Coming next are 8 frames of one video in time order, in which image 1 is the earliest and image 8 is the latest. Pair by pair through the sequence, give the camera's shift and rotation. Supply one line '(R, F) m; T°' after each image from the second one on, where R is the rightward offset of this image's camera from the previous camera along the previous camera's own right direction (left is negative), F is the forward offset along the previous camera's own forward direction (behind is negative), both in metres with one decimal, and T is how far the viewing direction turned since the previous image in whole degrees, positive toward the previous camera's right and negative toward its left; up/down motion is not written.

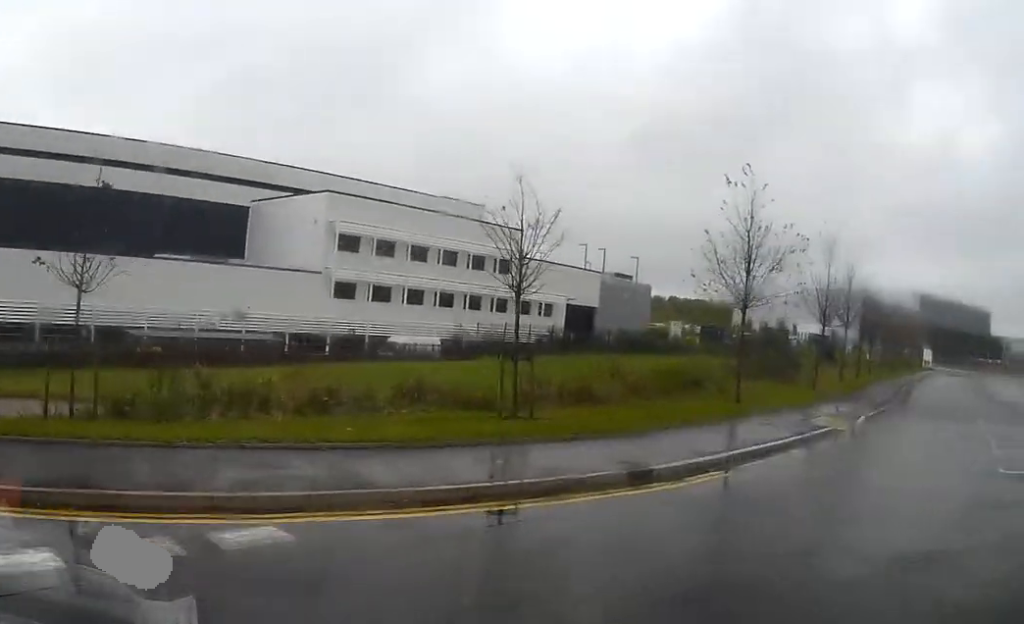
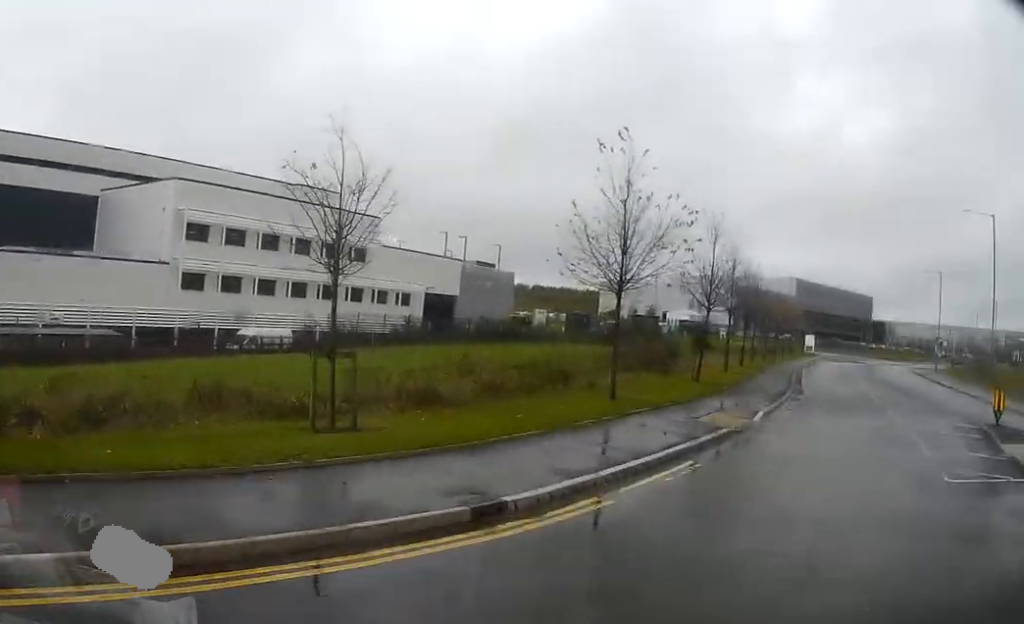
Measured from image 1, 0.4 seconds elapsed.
(+0.4, +2.6) m; +11°
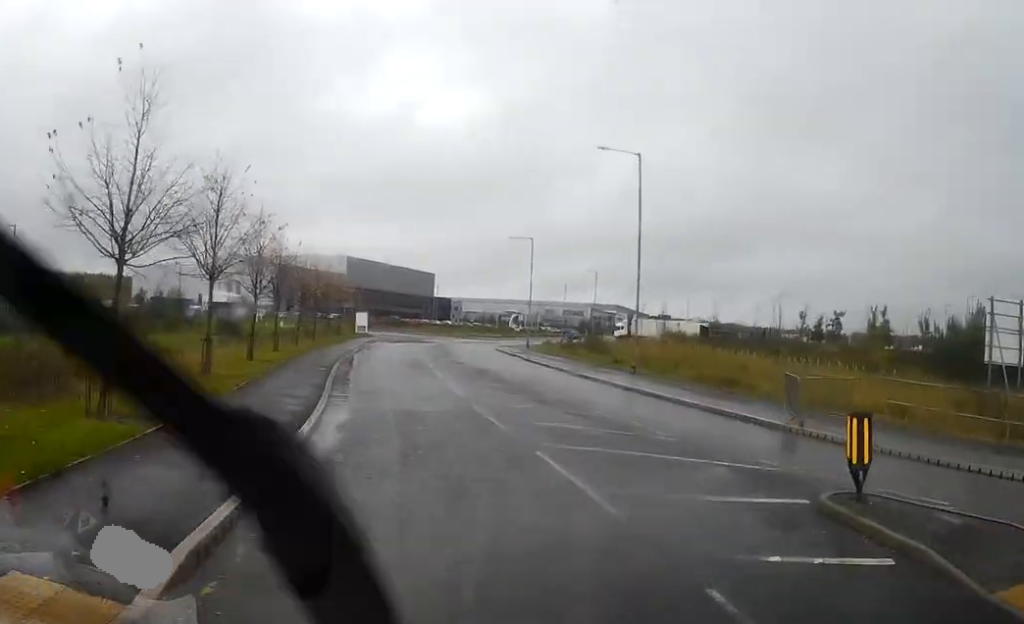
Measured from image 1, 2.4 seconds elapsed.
(+4.2, +11.1) m; +32°
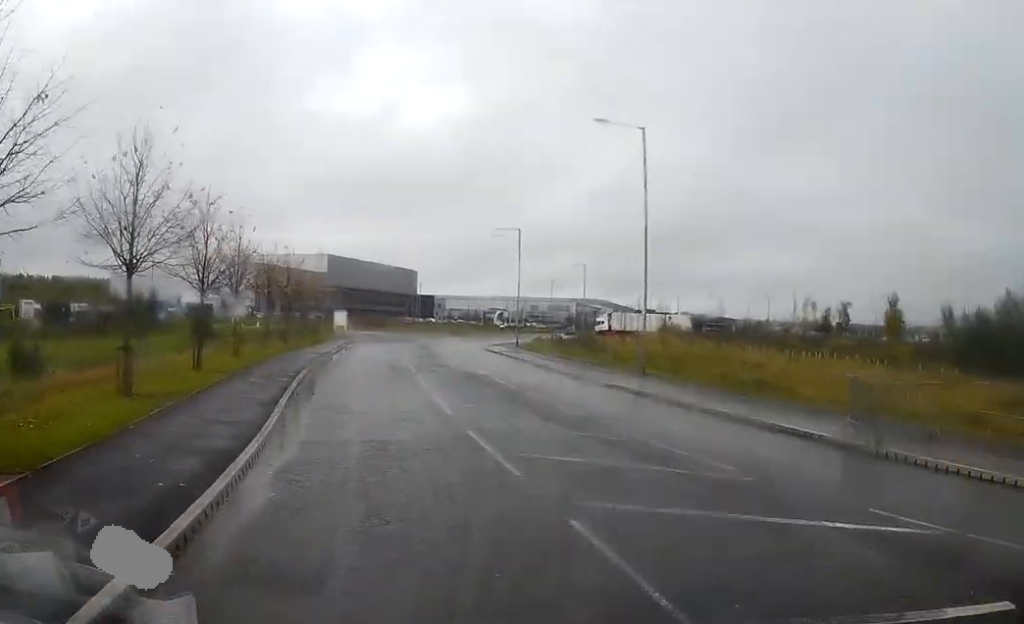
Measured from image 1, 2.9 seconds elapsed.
(+0.2, +3.5) m; +3°
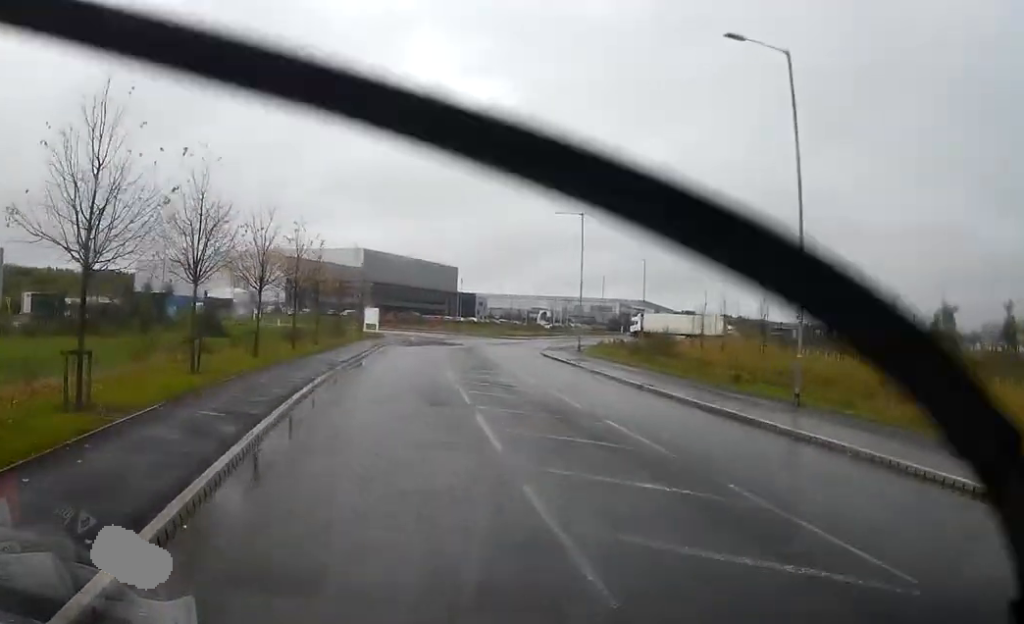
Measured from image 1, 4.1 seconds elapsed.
(-0.2, +8.9) m; -2°
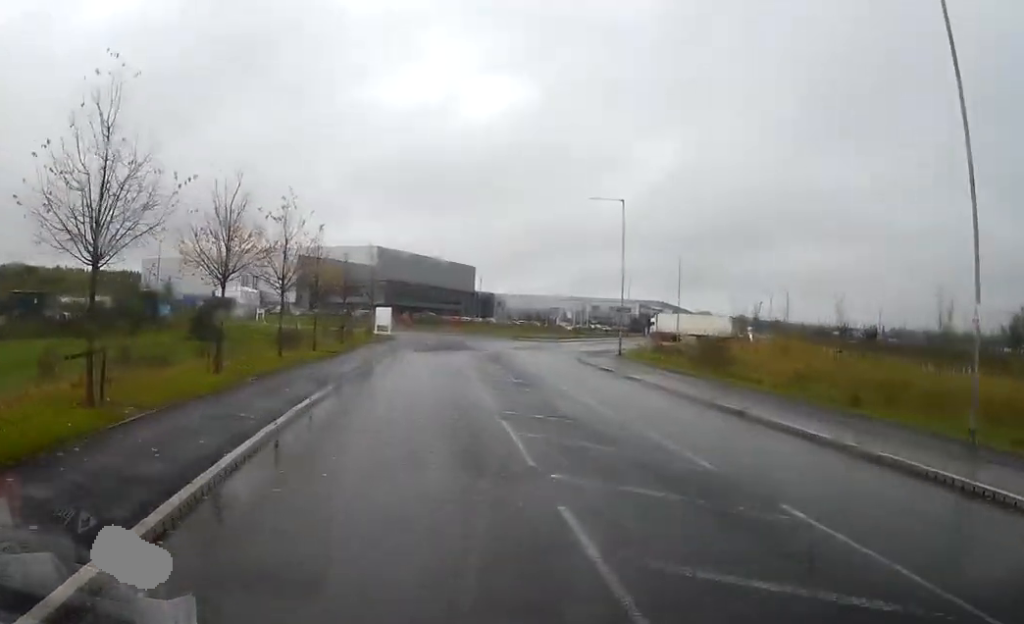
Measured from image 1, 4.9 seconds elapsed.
(-0.1, +6.6) m; -2°
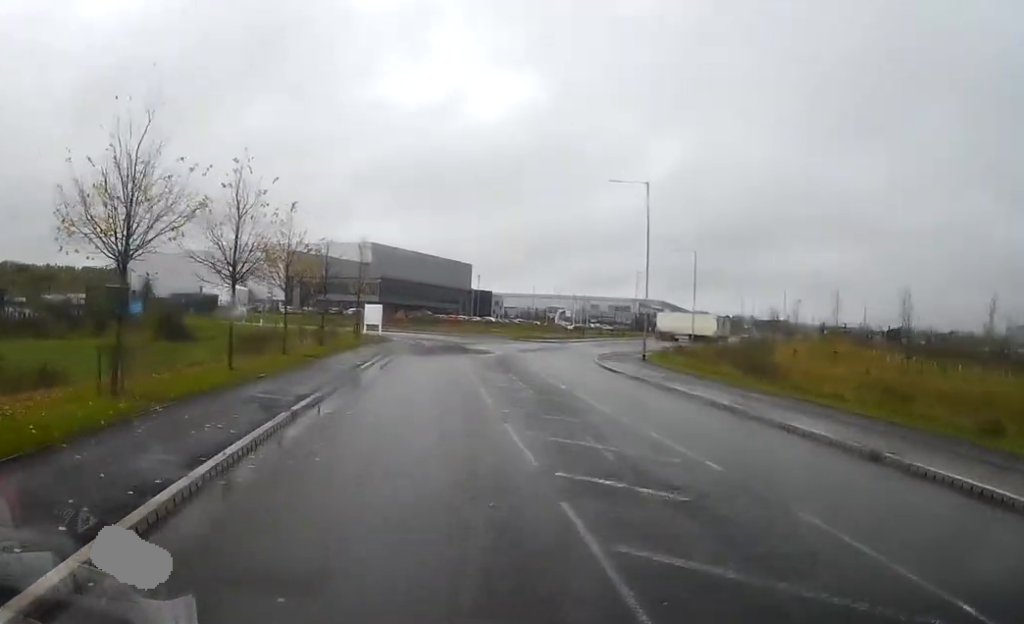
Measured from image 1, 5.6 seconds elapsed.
(-0.1, +6.5) m; -1°
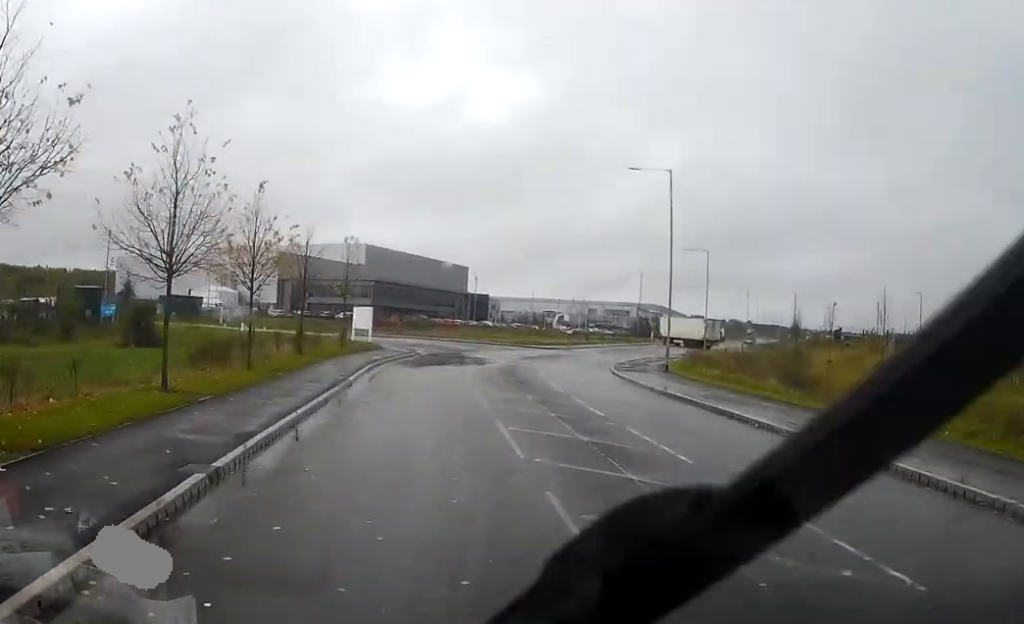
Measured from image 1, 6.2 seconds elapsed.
(0.0, +5.1) m; 0°
